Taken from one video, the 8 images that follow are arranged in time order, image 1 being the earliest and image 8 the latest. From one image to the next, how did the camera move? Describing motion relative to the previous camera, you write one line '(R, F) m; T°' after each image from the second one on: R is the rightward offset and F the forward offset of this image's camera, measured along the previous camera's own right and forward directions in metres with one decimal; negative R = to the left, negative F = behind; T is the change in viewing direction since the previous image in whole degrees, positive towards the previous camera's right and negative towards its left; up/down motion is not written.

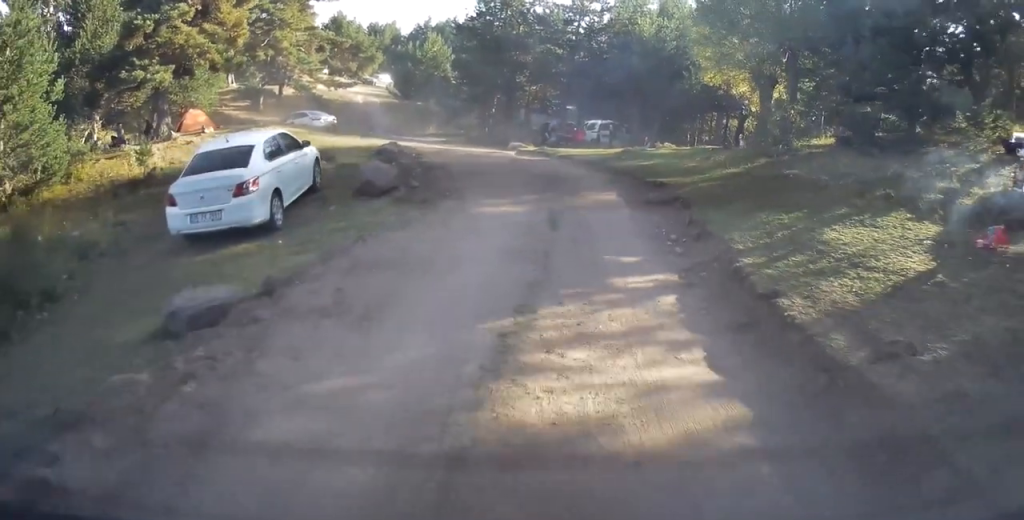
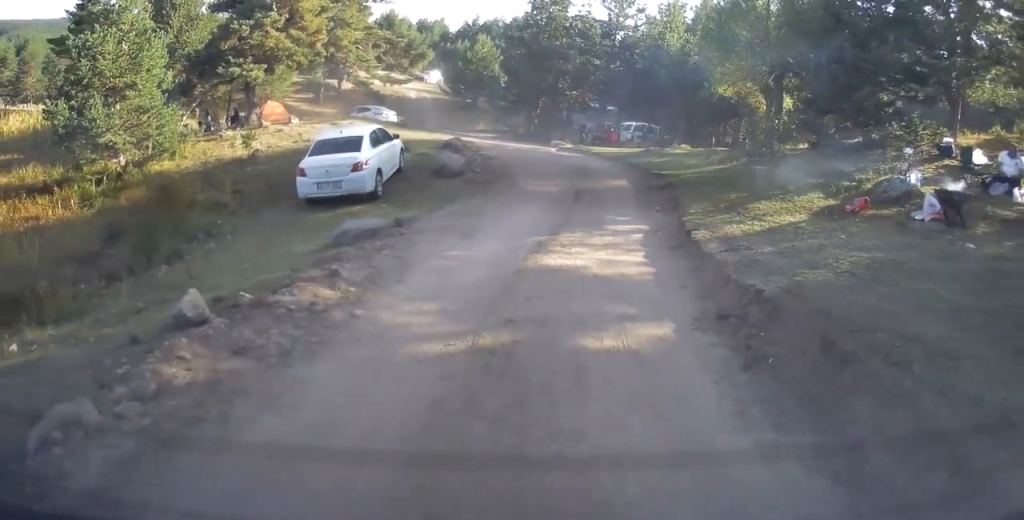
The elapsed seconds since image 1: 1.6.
(-0.2, +4.2) m; -5°
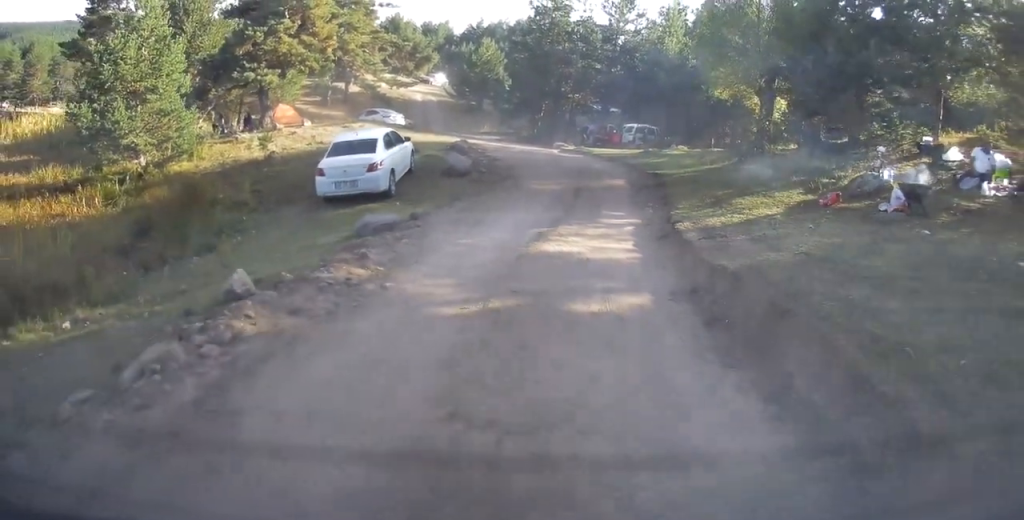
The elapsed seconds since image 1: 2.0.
(0.0, +1.0) m; +1°
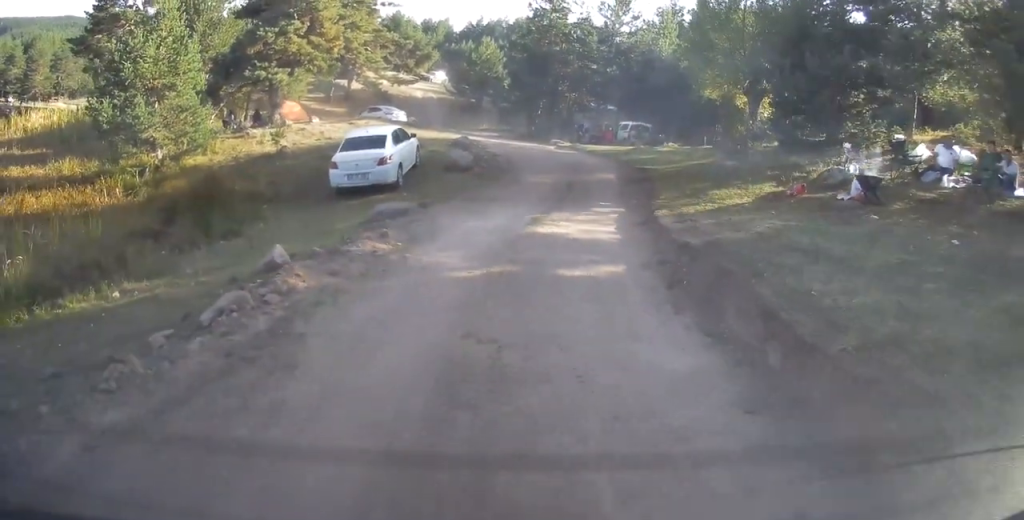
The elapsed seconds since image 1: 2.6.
(0.0, +1.3) m; +2°
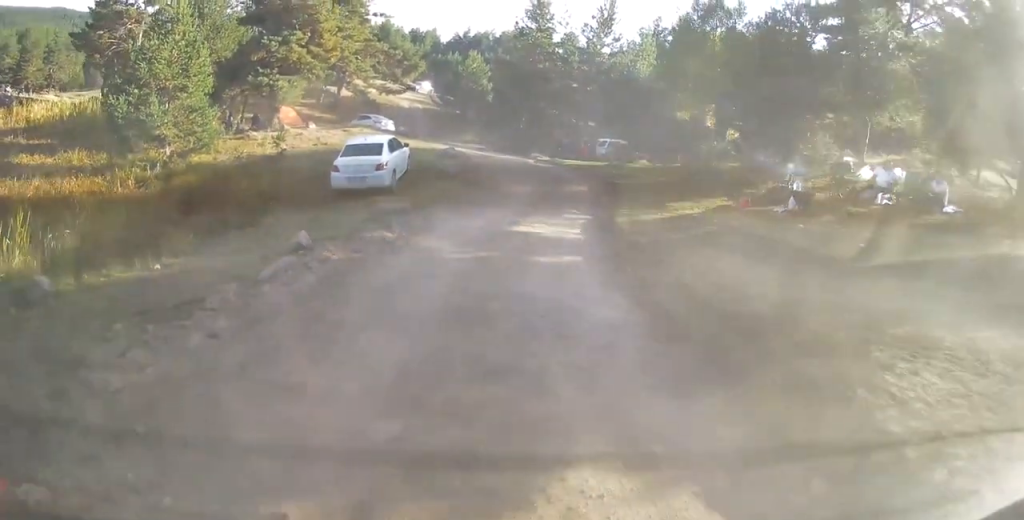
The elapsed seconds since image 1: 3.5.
(+0.1, +2.0) m; +4°
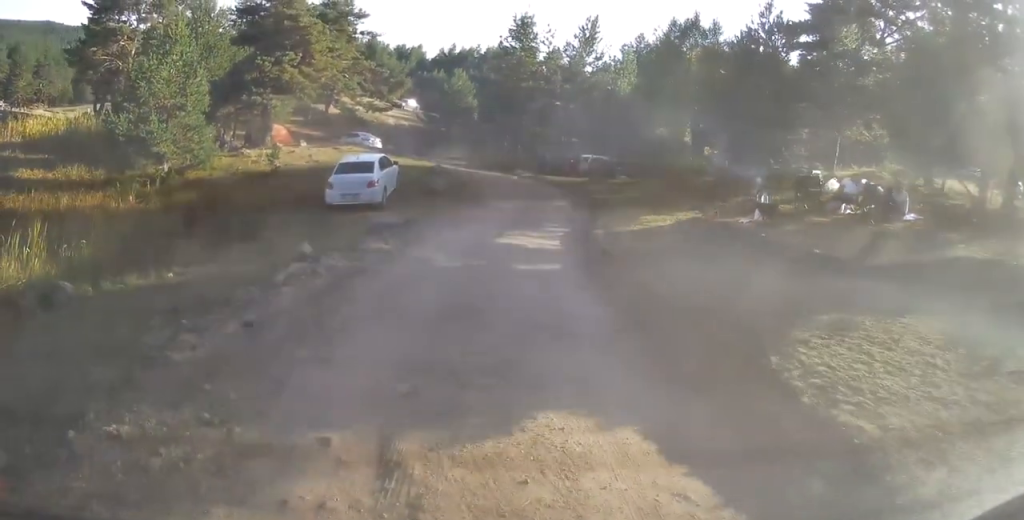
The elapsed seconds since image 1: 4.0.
(0.0, +1.1) m; +2°
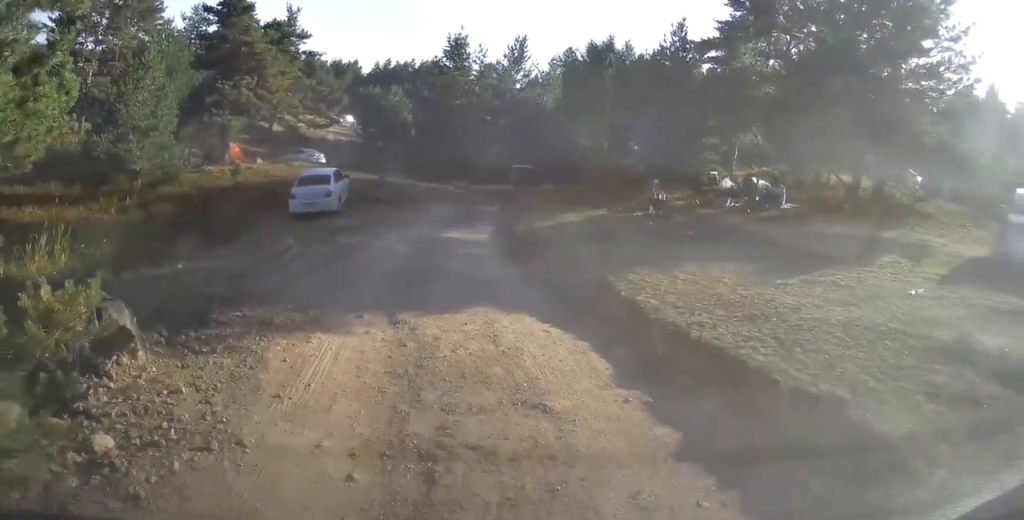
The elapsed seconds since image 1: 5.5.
(+0.2, +3.2) m; +7°
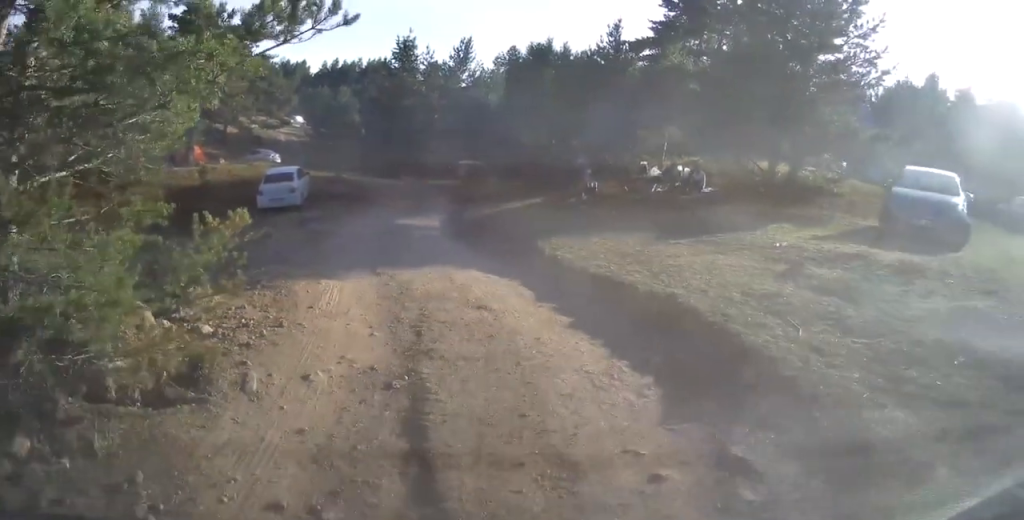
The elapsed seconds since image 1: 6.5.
(0.0, +1.9) m; +4°
